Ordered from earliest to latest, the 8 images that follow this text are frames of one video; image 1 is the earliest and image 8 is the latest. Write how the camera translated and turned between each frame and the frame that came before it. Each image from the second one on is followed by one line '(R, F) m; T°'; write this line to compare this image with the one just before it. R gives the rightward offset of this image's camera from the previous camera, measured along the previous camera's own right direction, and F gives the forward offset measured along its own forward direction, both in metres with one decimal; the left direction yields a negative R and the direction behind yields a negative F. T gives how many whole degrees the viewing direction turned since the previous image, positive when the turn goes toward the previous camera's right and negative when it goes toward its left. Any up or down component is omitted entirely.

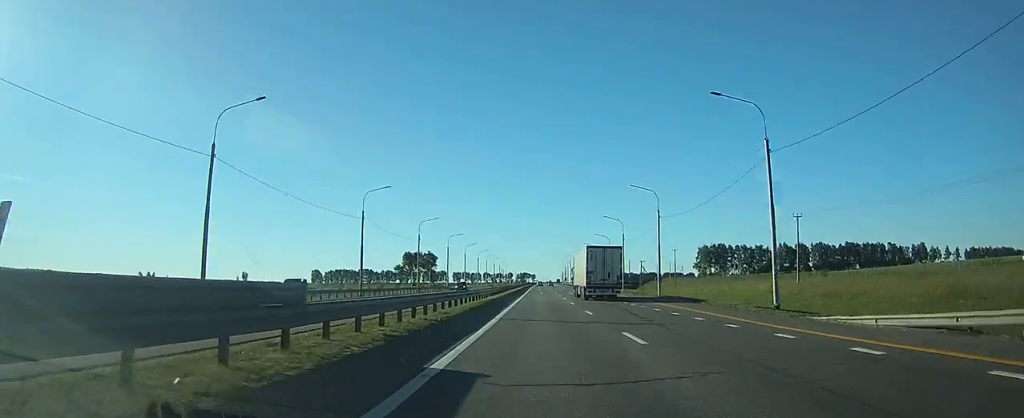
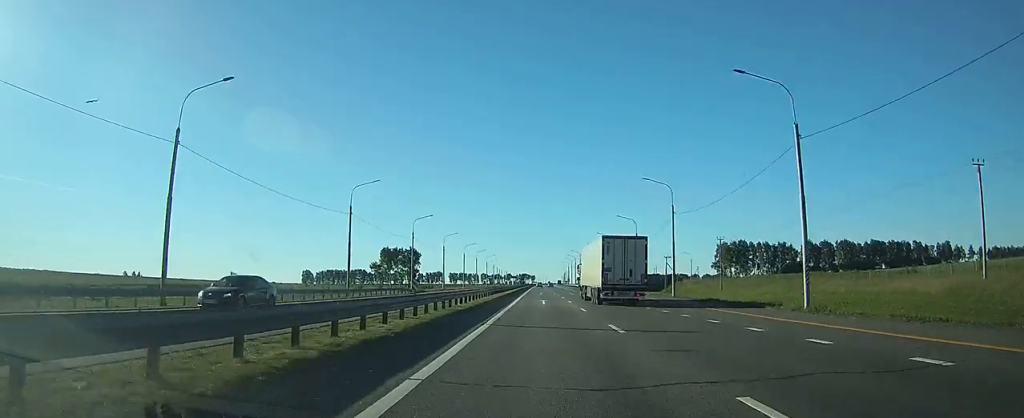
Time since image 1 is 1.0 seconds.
(0.0, +33.4) m; 0°
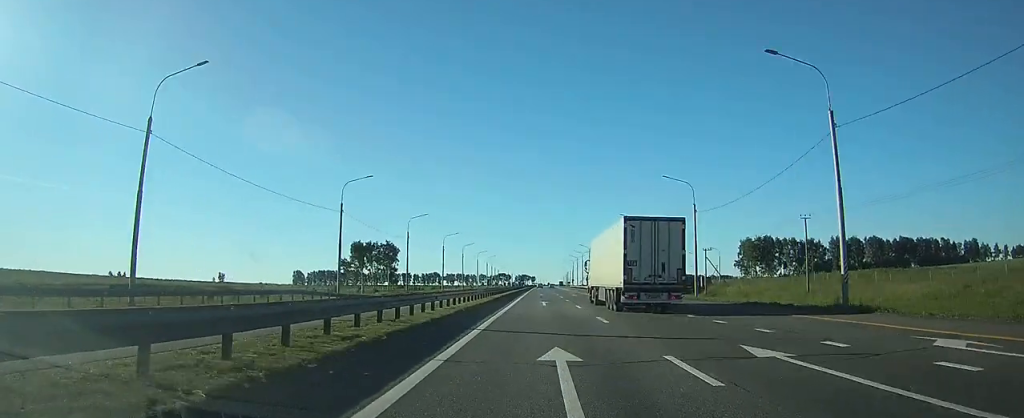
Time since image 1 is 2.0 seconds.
(0.0, +32.2) m; 0°
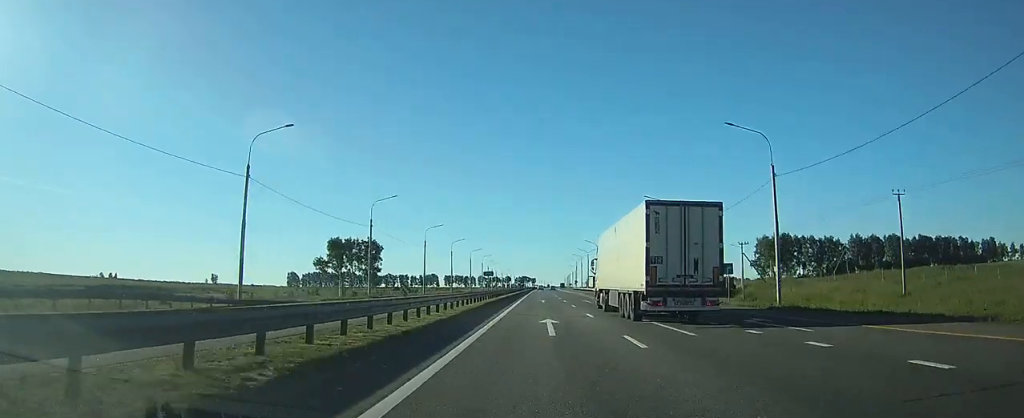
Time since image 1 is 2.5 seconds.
(0.0, +18.8) m; 0°
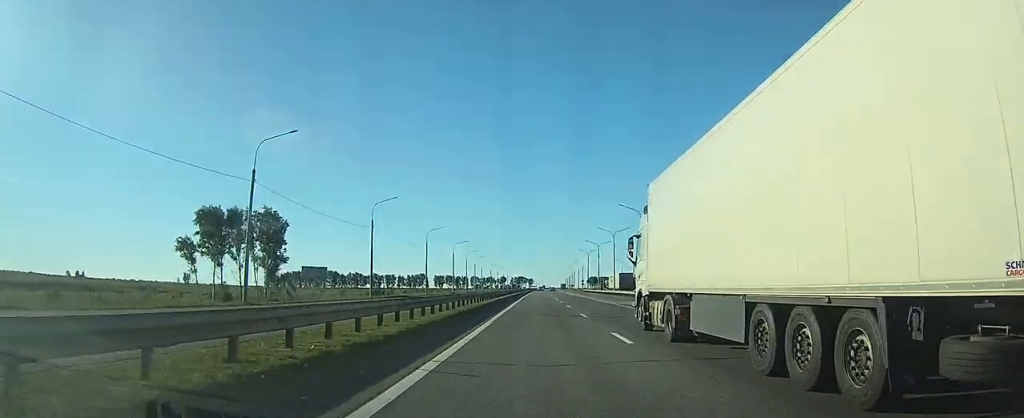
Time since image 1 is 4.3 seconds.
(0.0, +58.6) m; 0°
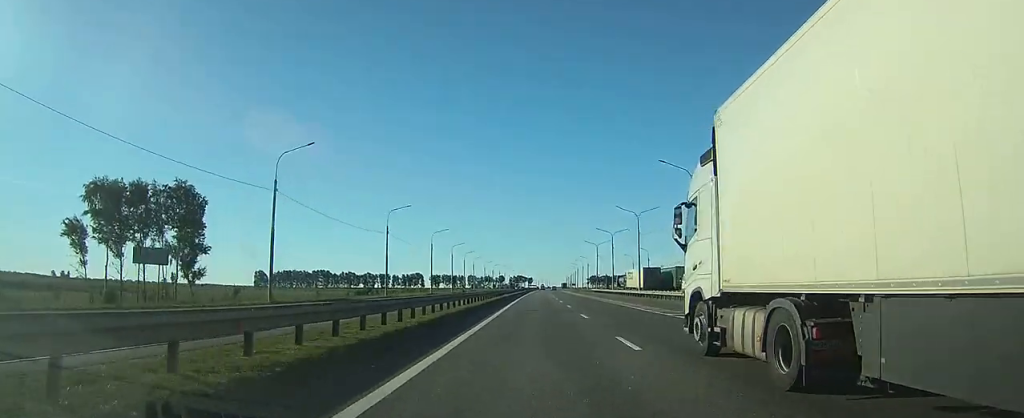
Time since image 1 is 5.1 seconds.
(+0.1, +25.4) m; 0°
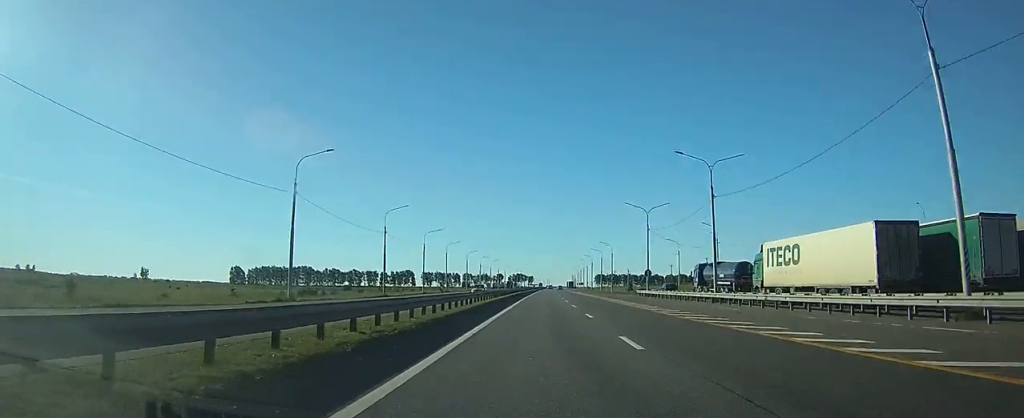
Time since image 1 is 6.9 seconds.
(+0.1, +59.7) m; 0°
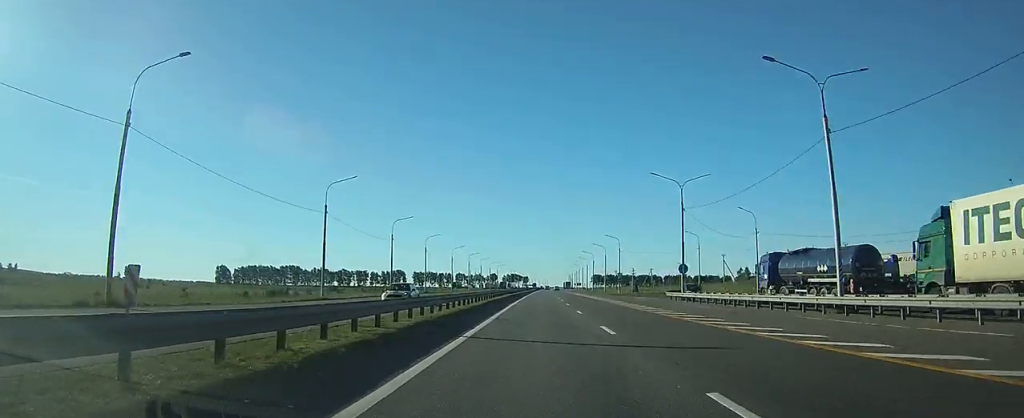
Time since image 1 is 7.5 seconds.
(0.0, +19.8) m; 0°
